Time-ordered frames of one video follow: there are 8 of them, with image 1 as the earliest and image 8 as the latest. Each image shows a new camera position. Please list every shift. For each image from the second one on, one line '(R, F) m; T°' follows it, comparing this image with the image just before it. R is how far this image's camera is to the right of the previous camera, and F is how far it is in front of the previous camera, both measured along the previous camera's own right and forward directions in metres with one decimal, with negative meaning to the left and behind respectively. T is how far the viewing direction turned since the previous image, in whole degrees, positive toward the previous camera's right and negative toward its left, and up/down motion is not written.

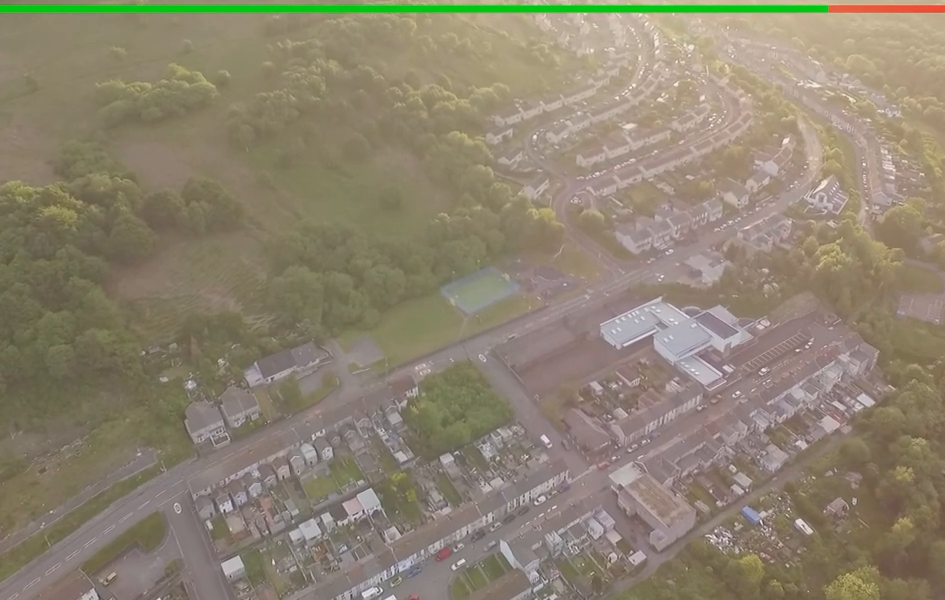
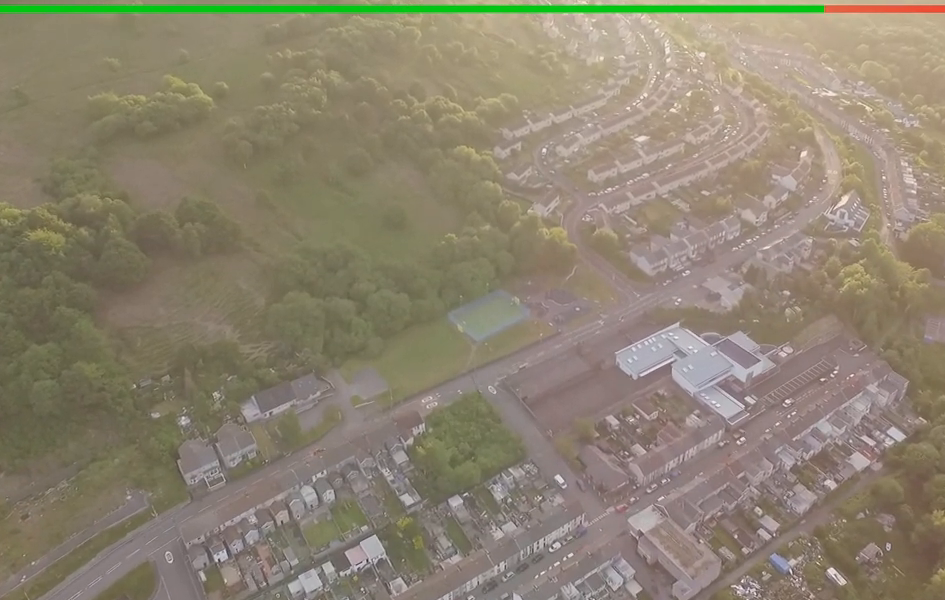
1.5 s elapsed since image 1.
(-0.1, +18.9) m; -1°
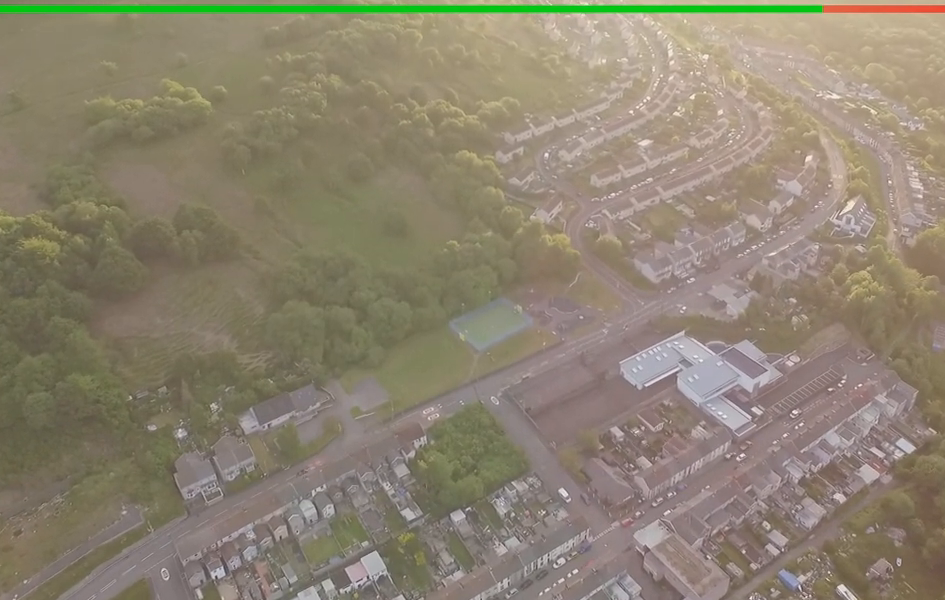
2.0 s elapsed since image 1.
(0.0, +5.9) m; 0°
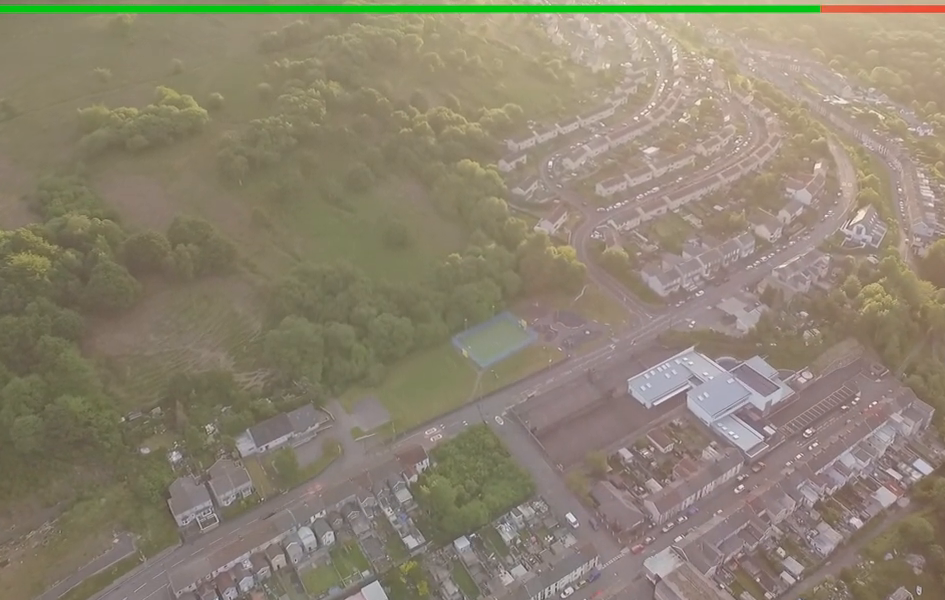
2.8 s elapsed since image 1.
(0.0, +10.4) m; 0°
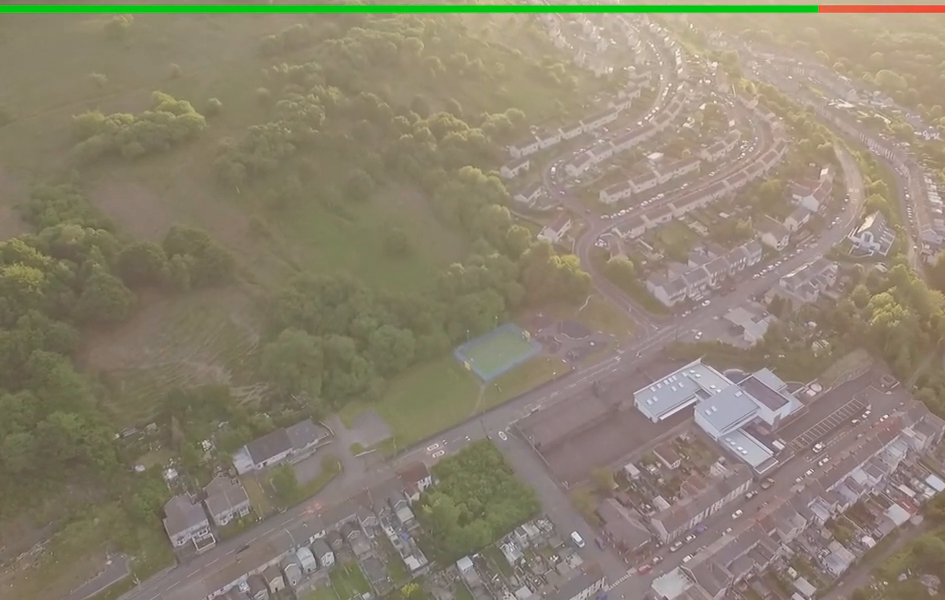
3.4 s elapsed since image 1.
(0.0, +7.4) m; 0°
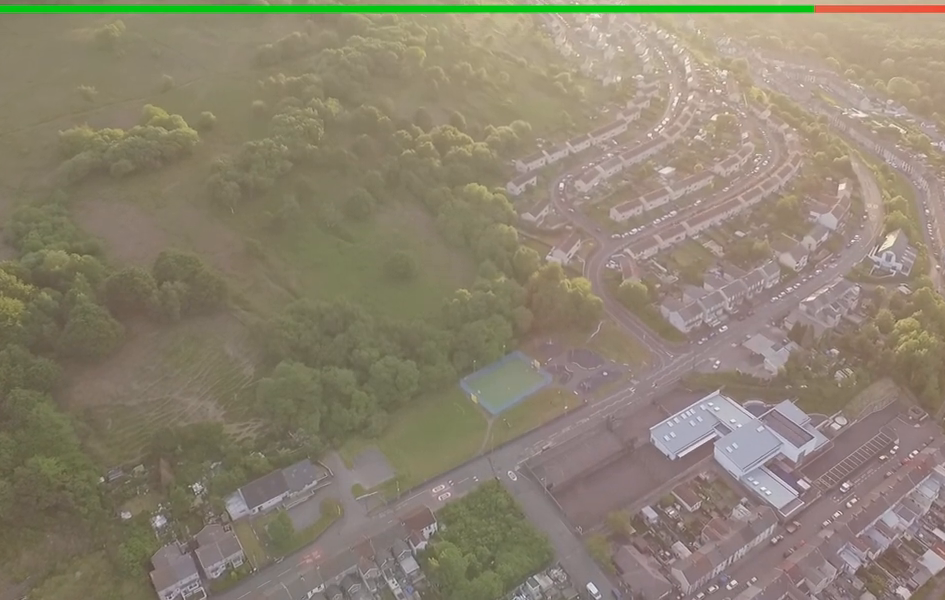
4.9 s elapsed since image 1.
(+0.1, +19.0) m; 0°
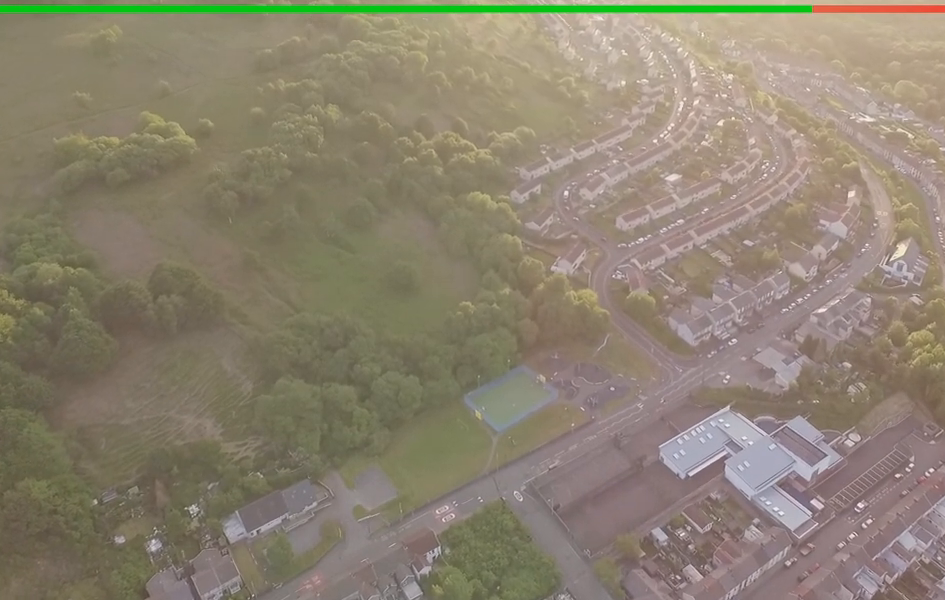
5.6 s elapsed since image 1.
(+0.1, +9.3) m; 0°
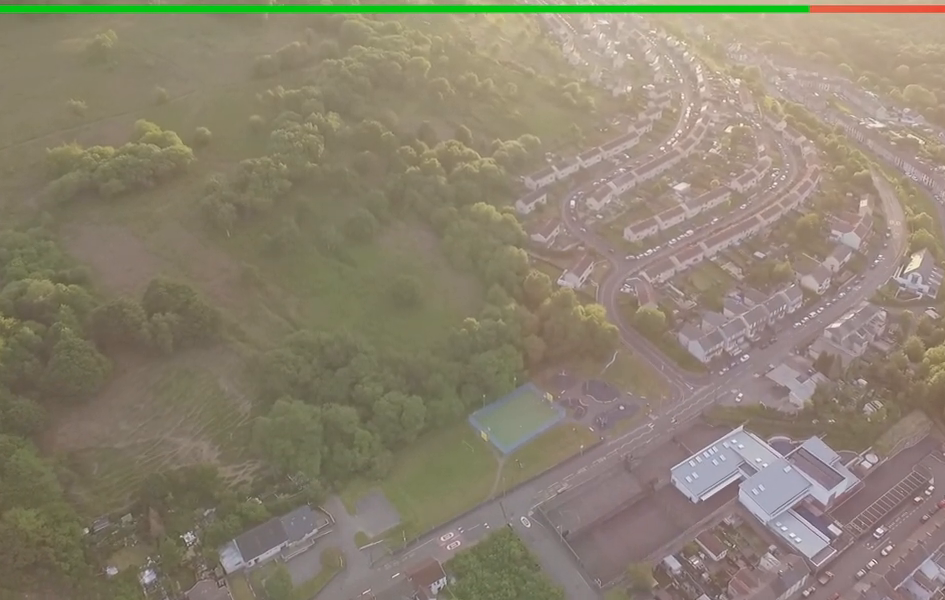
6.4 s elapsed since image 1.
(-0.1, +10.1) m; 0°
